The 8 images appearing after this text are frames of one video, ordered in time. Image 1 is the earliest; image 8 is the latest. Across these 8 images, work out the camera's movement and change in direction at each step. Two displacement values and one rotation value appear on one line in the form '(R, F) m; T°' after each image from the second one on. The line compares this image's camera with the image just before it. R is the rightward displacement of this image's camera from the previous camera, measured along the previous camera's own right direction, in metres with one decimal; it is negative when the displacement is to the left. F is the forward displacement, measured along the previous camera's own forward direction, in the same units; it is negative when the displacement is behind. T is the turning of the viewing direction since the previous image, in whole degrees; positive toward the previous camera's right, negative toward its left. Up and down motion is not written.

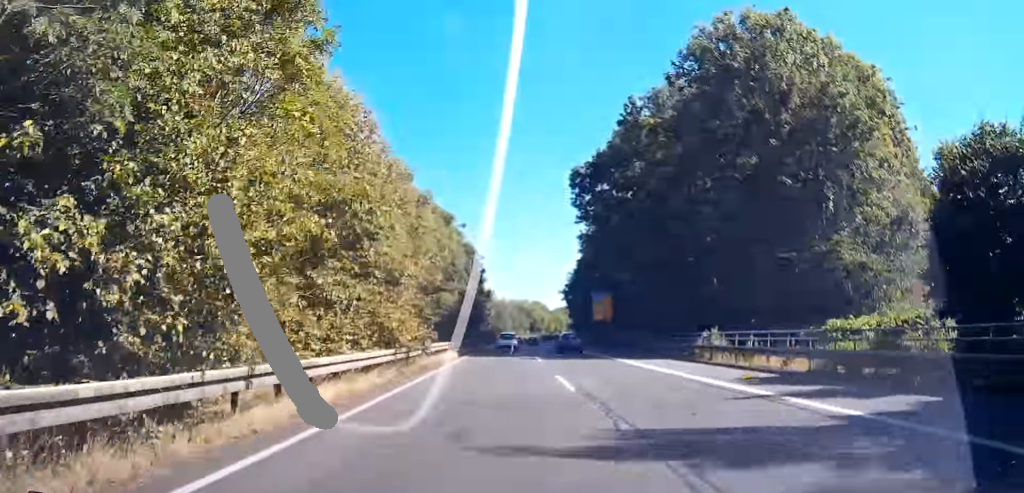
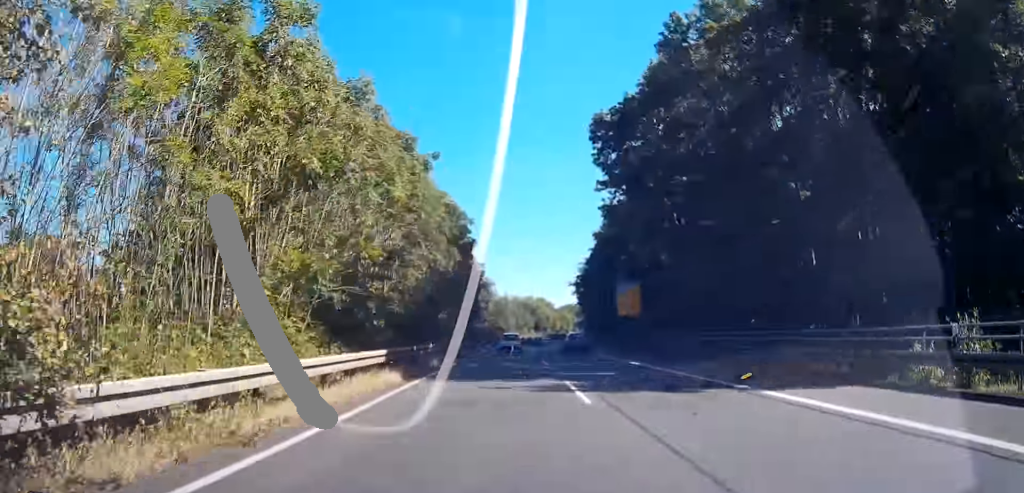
(-0.2, +21.0) m; 0°
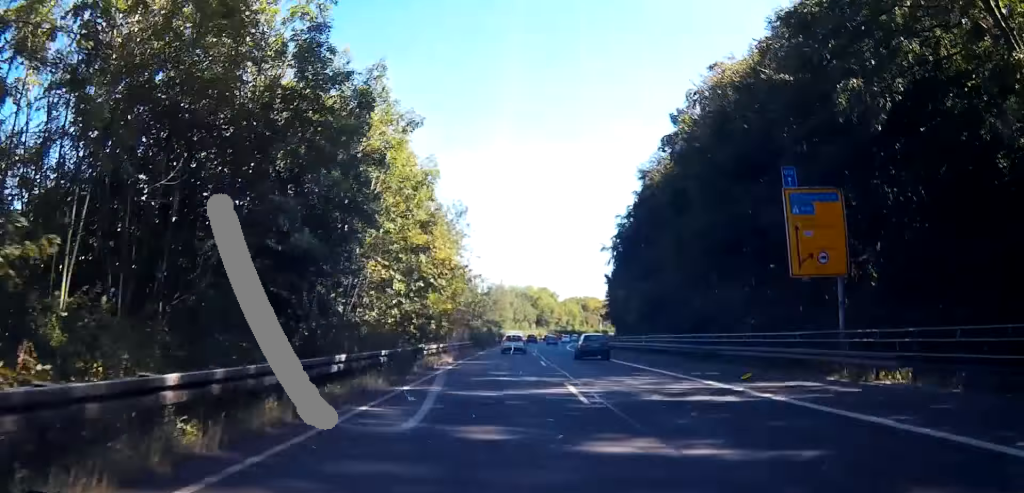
(+1.5, +54.5) m; +3°
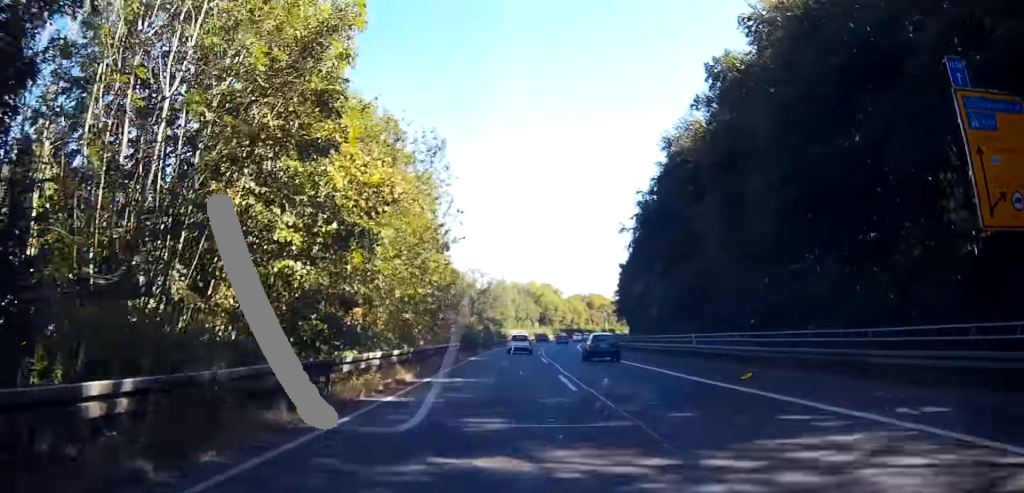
(+0.1, +14.5) m; +1°
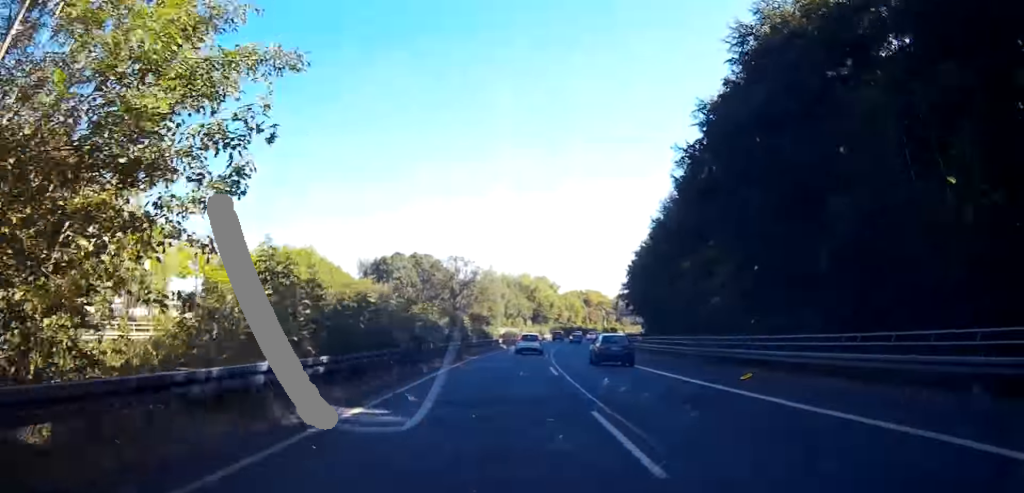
(+0.1, +29.3) m; +2°
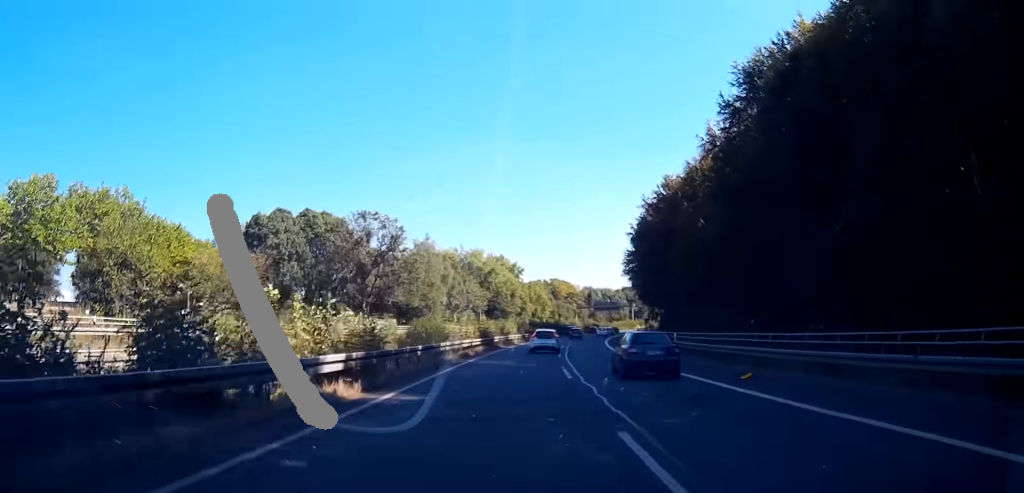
(+2.6, +57.2) m; +5°
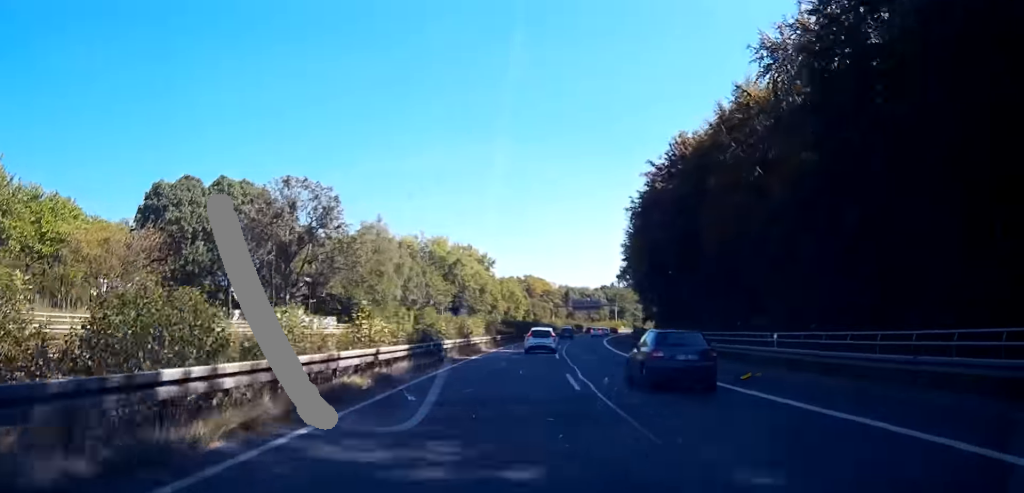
(+0.4, +22.7) m; +2°
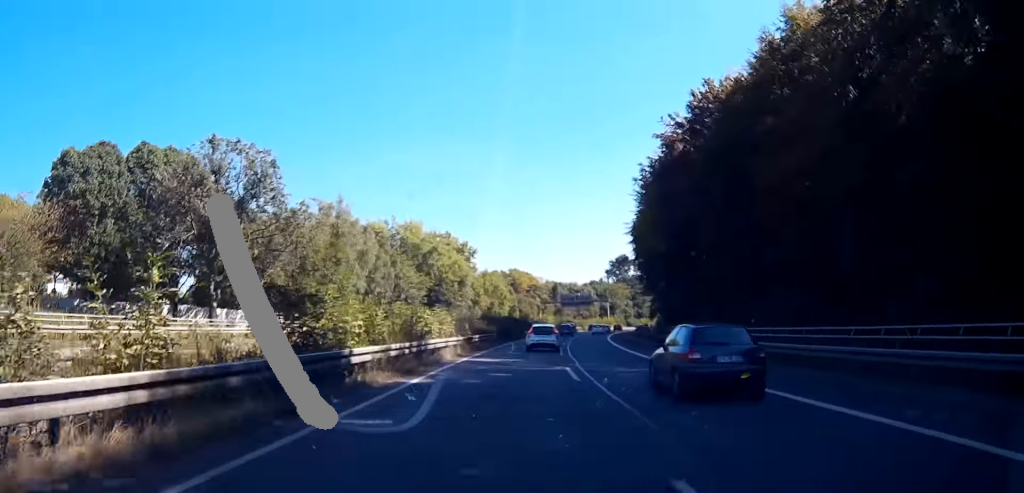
(+0.3, +15.8) m; +2°
